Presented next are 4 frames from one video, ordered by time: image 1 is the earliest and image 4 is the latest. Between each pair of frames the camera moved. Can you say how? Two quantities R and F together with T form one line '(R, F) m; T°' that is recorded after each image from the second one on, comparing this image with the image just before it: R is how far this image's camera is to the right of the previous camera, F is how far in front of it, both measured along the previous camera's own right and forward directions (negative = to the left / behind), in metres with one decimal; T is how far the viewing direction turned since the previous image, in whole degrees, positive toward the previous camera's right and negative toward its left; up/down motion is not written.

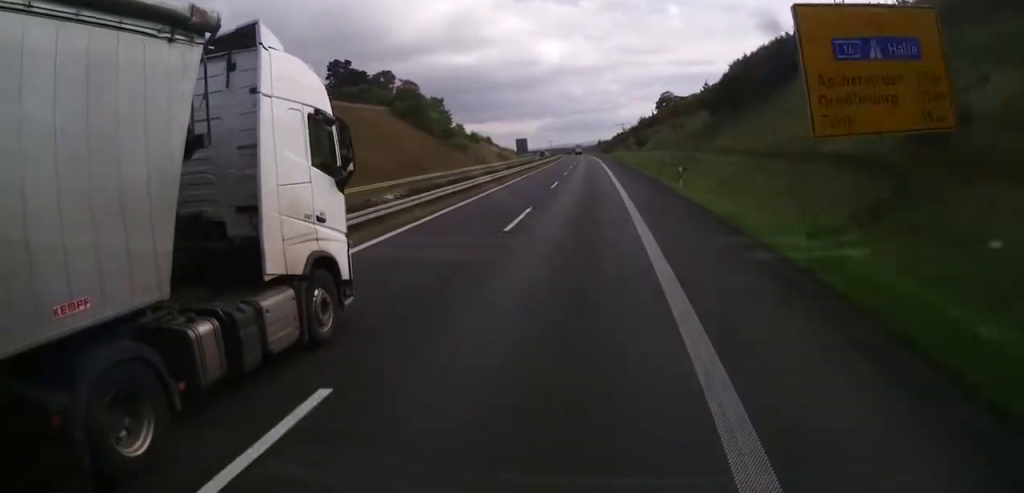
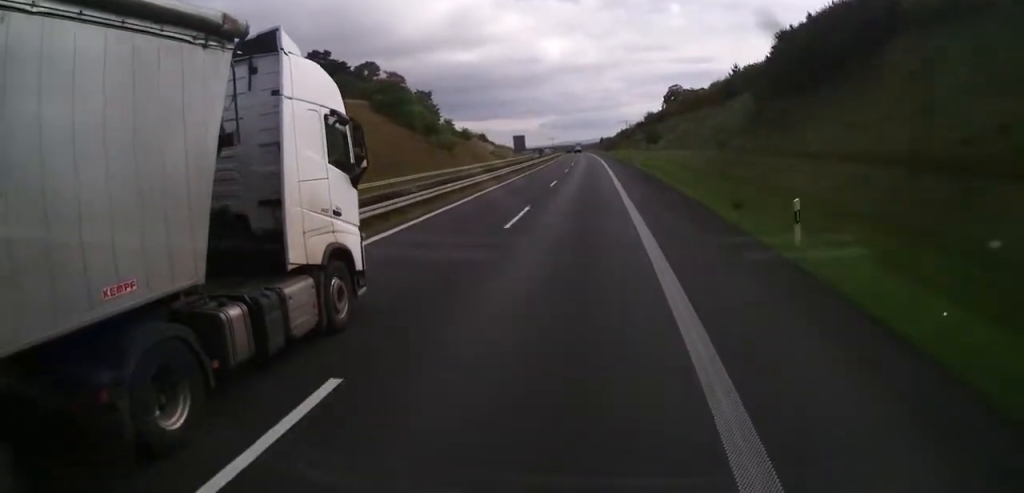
(-0.3, +17.5) m; -1°
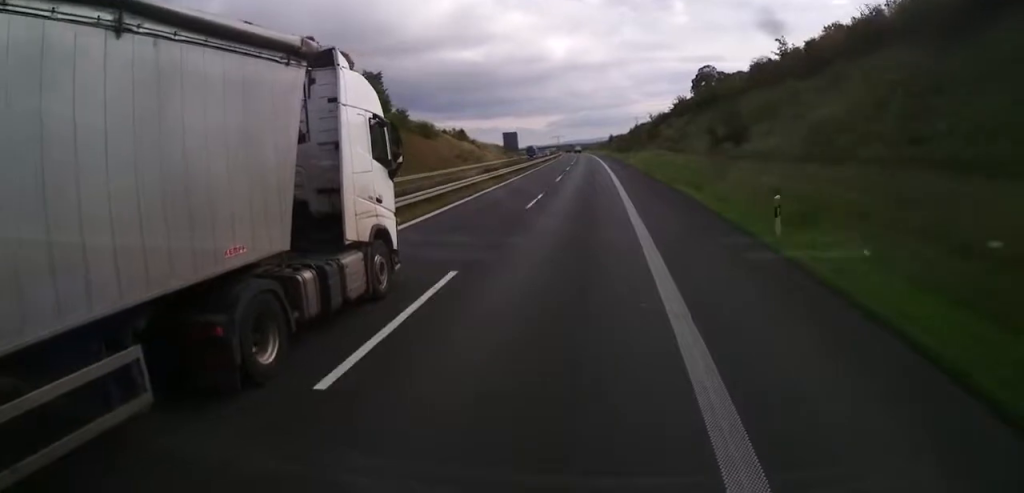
(-0.2, +47.5) m; 0°
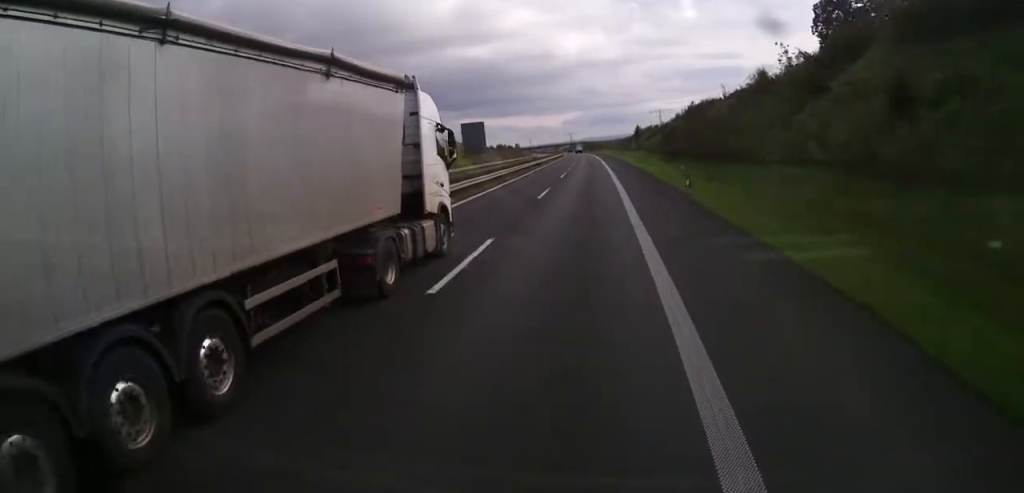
(-1.1, +84.4) m; -1°
